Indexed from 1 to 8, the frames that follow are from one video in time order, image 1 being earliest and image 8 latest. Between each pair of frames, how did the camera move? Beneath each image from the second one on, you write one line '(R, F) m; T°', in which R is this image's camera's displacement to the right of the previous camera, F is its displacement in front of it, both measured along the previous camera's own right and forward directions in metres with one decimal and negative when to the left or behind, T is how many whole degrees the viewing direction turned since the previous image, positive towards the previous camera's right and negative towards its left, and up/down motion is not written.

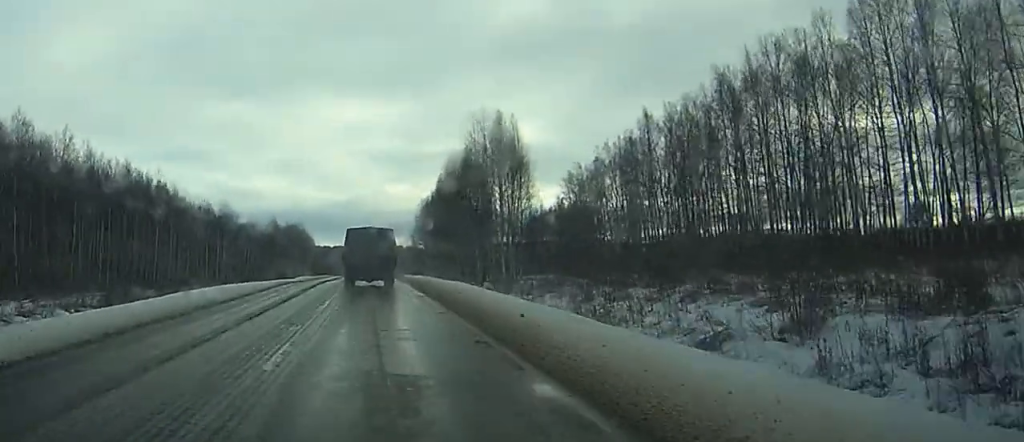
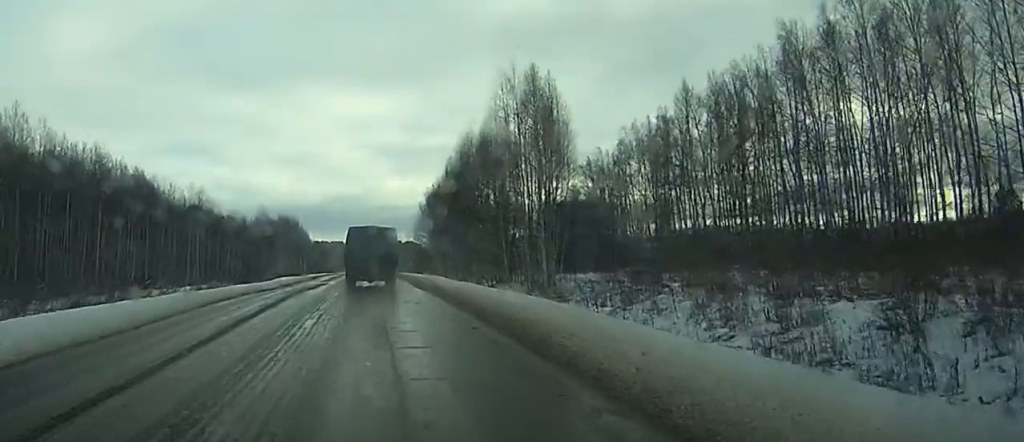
(-0.5, +18.5) m; -1°
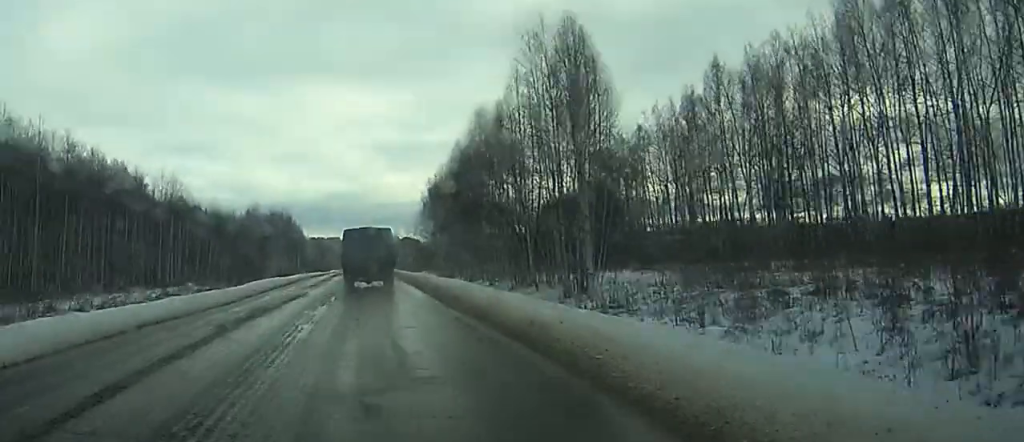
(-0.3, +12.7) m; -1°
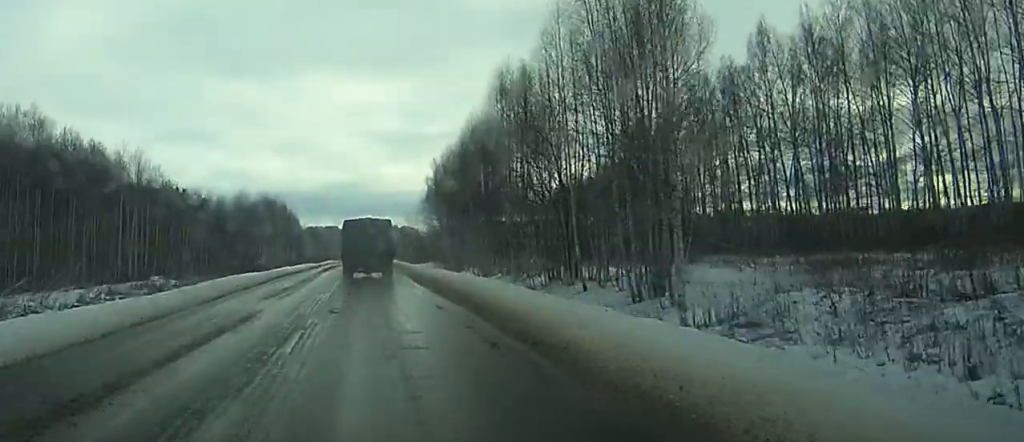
(+0.4, +14.2) m; +1°
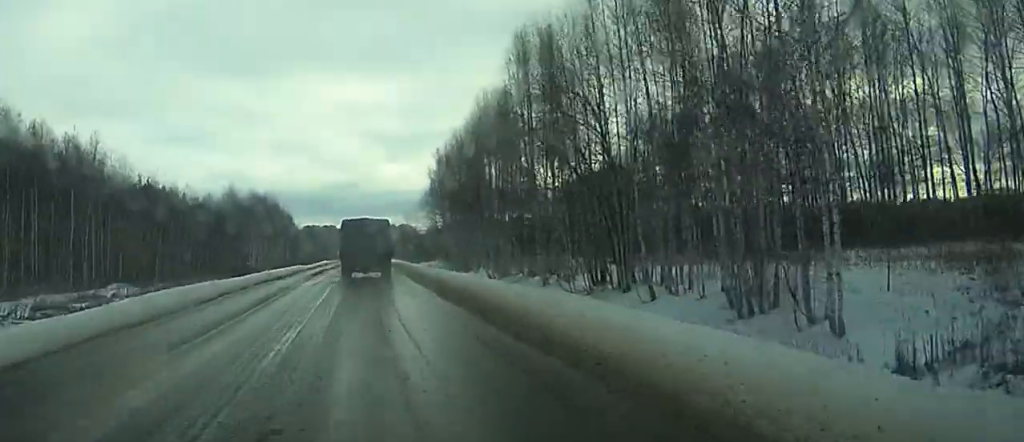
(-0.1, +12.0) m; 0°
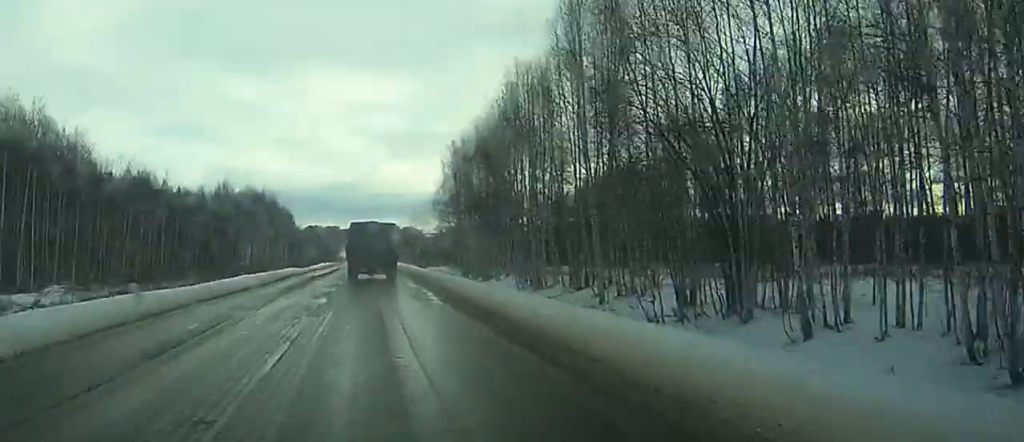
(-0.1, +13.3) m; 0°
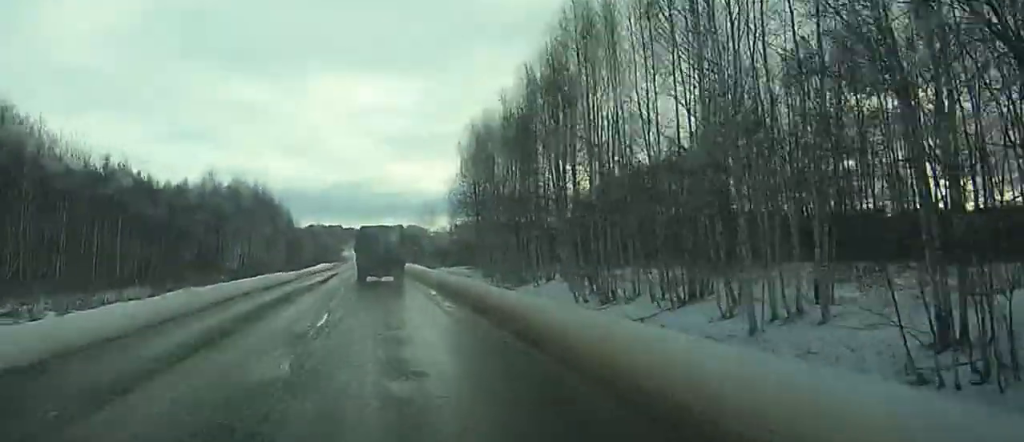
(0.0, +17.4) m; 0°
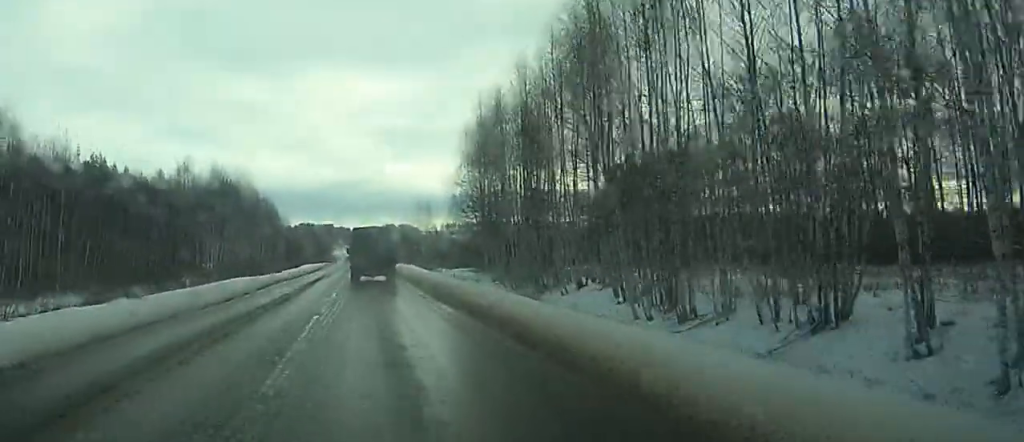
(+0.1, +12.5) m; 0°
